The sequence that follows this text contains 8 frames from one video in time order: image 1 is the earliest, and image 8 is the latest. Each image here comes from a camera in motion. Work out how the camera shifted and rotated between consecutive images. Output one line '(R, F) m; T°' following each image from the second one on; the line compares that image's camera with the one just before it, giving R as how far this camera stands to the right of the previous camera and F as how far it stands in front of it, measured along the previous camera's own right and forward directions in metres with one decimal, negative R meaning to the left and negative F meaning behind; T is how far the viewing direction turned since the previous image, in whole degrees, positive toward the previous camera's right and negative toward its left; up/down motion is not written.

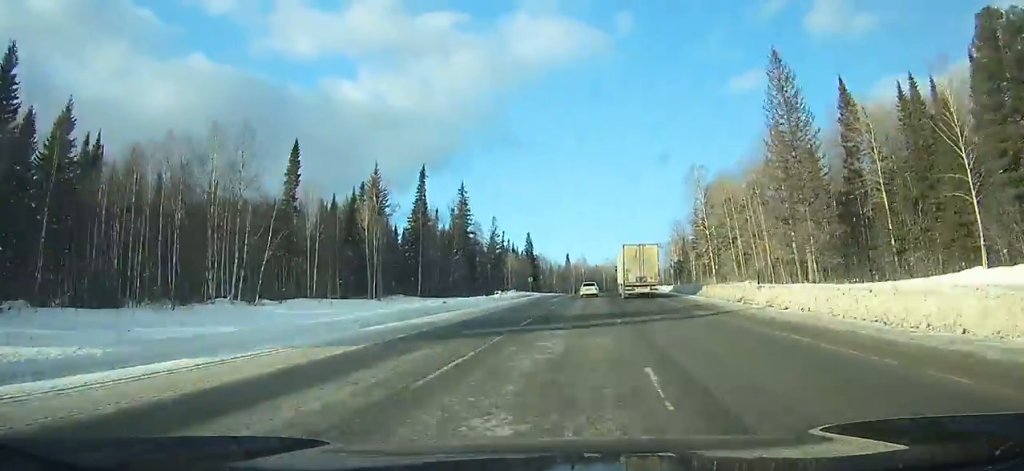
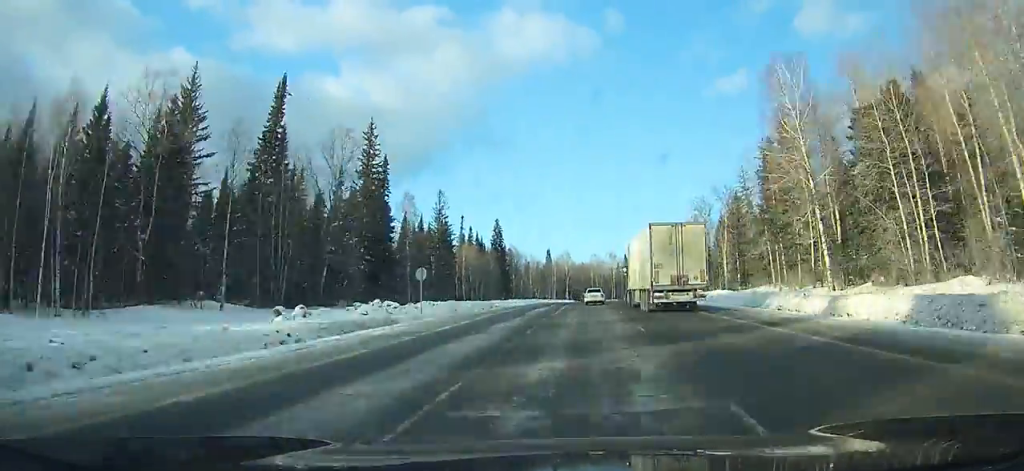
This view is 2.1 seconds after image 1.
(+0.6, +50.4) m; +1°
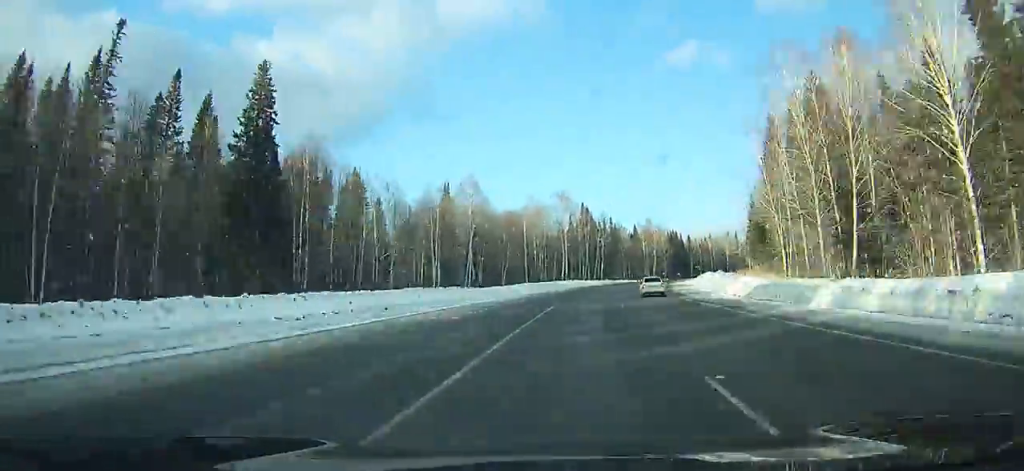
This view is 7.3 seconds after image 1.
(+4.4, +120.1) m; +7°
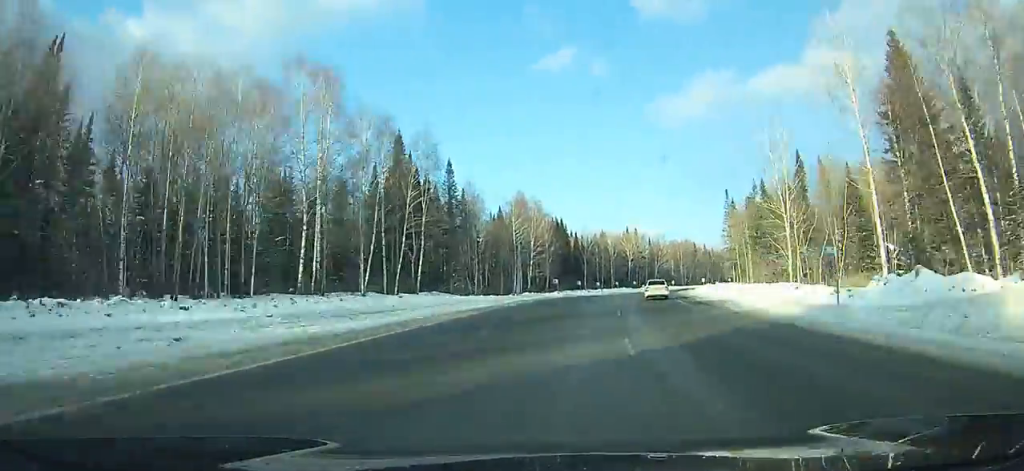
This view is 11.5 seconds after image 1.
(+10.2, +91.7) m; +13°
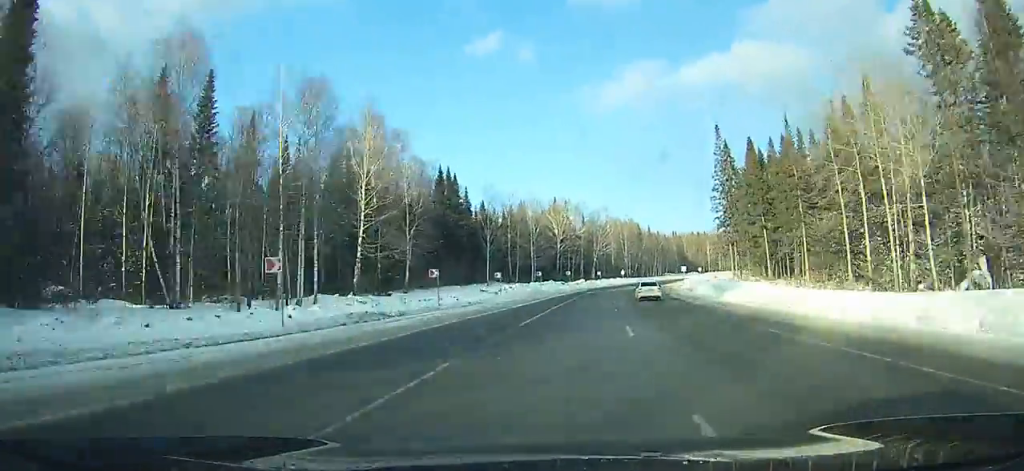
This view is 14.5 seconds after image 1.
(+5.5, +64.2) m; +8°
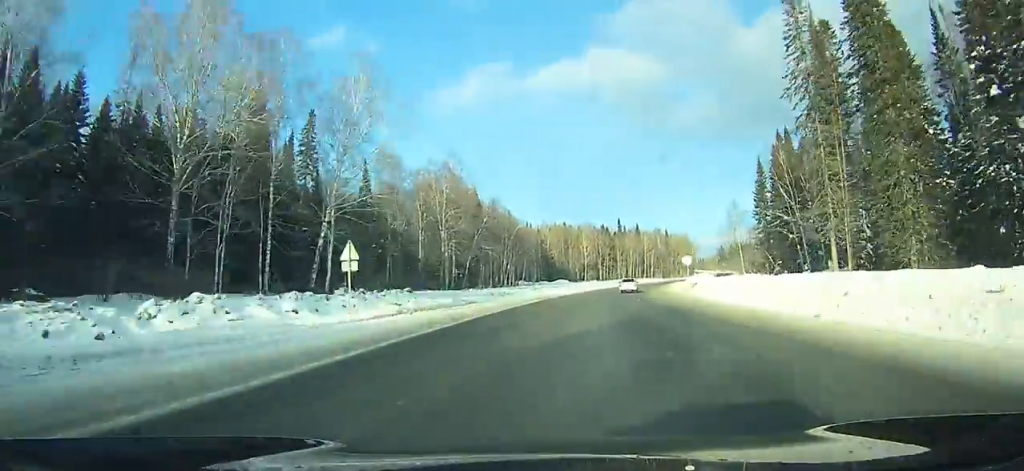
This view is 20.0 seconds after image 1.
(+13.0, +115.7) m; +13°
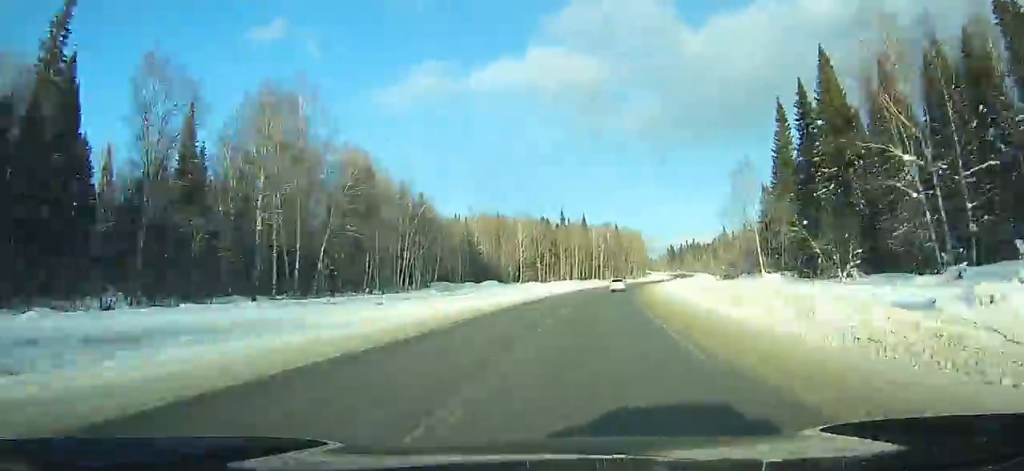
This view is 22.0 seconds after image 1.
(+1.2, +42.9) m; +5°
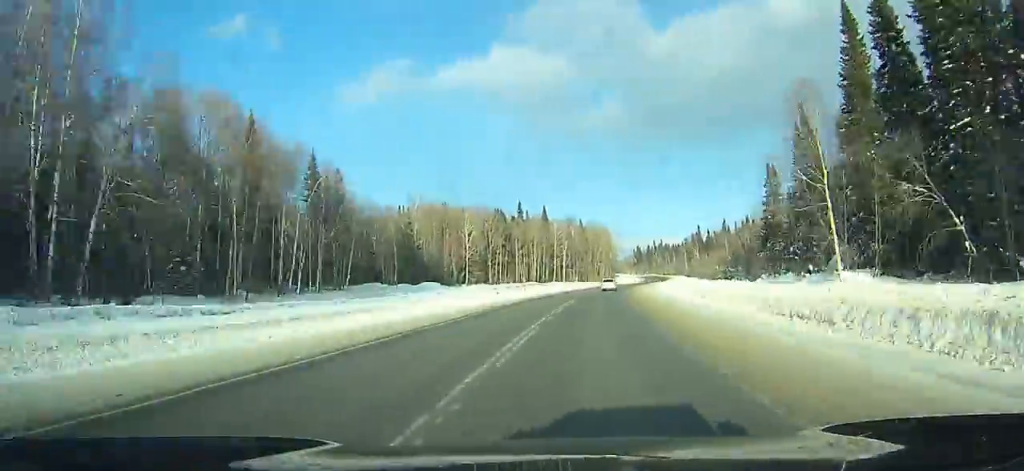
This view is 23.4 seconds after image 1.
(+1.1, +30.2) m; +4°
